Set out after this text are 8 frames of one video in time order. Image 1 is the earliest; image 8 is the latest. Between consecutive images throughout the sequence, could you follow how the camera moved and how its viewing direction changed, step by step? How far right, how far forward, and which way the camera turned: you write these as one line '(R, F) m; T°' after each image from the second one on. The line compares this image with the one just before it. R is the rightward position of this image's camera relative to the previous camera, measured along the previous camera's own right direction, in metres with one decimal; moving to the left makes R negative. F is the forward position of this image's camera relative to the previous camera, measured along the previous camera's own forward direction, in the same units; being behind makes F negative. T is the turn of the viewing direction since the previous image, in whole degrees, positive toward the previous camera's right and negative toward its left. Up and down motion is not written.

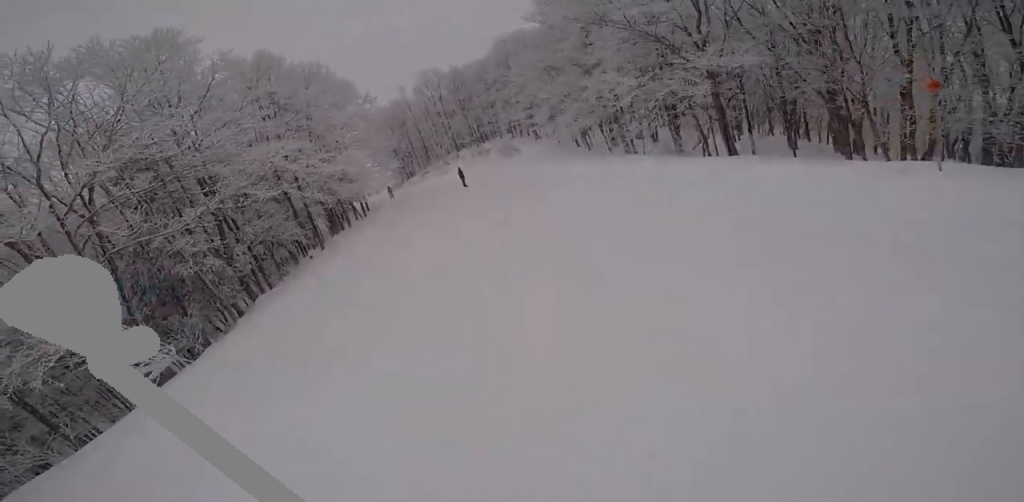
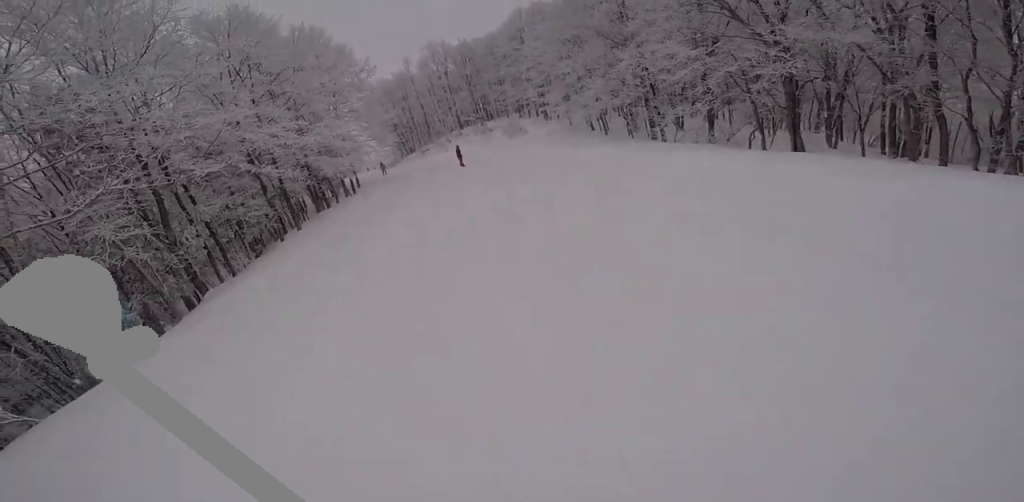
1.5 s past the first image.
(0.0, +3.0) m; -2°
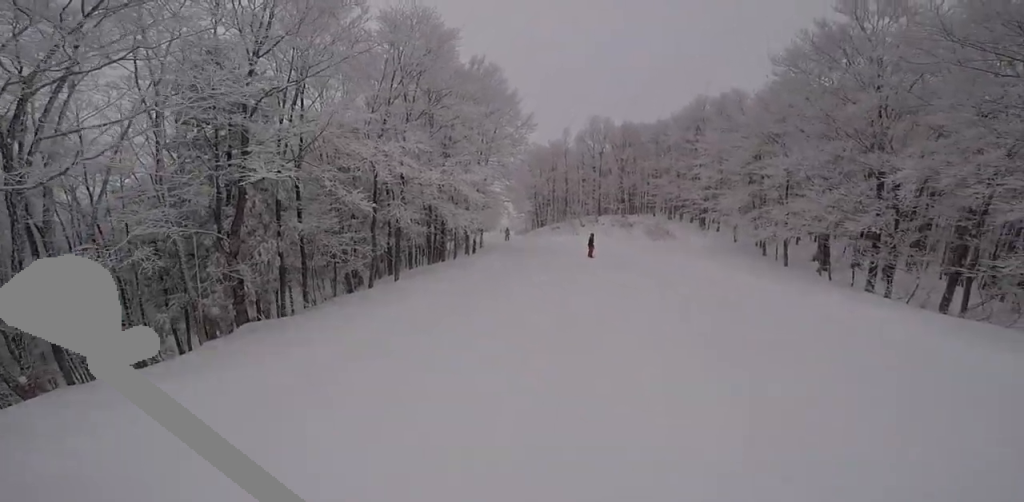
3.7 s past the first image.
(-0.6, +4.5) m; -12°
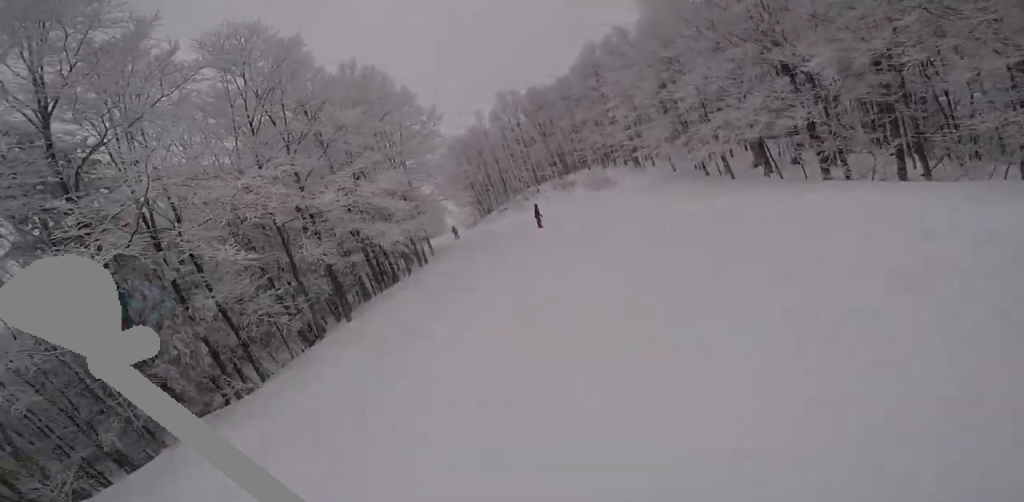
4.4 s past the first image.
(0.0, +1.5) m; +1°
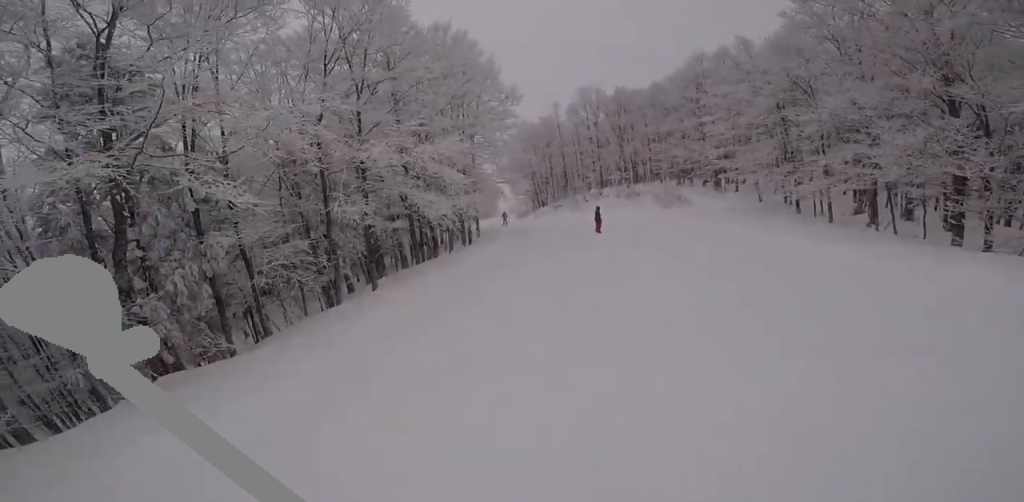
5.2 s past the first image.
(0.0, +1.6) m; 0°
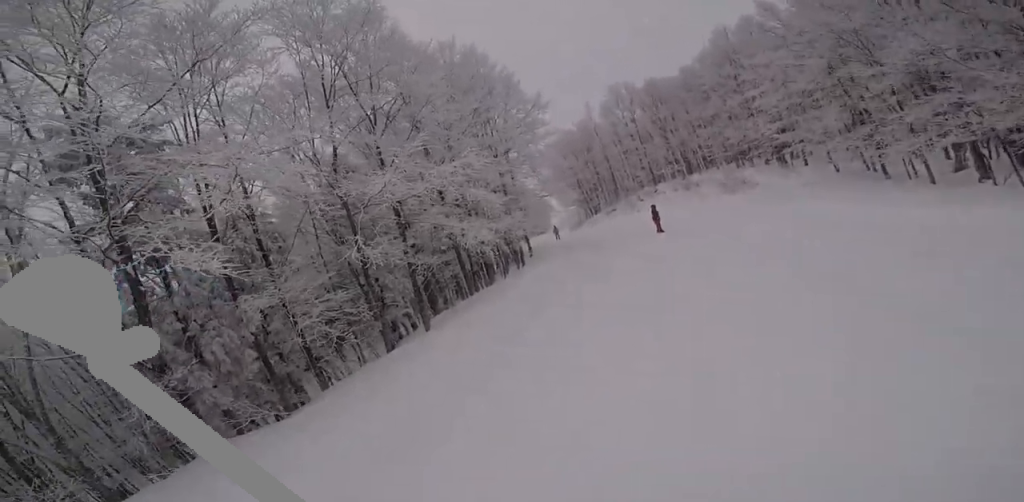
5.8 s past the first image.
(0.0, +1.4) m; 0°
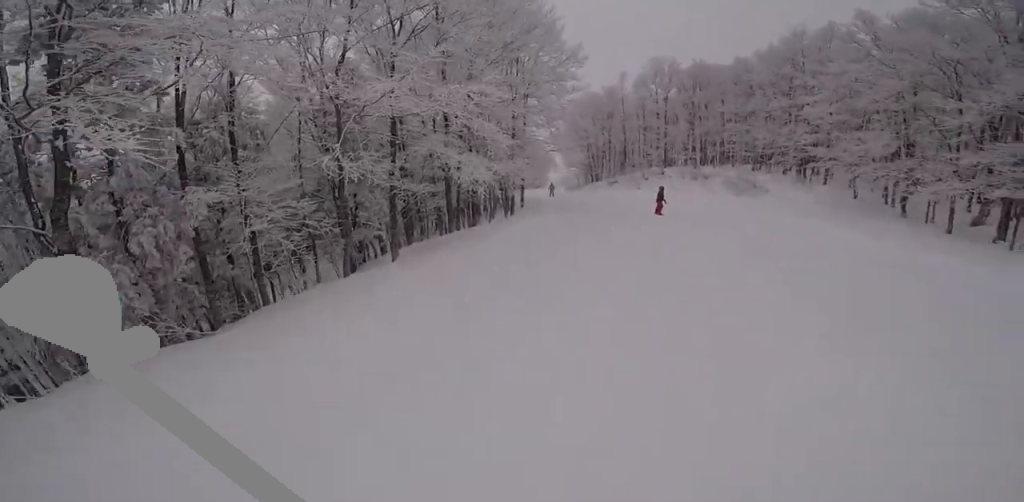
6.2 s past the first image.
(0.0, +0.9) m; 0°
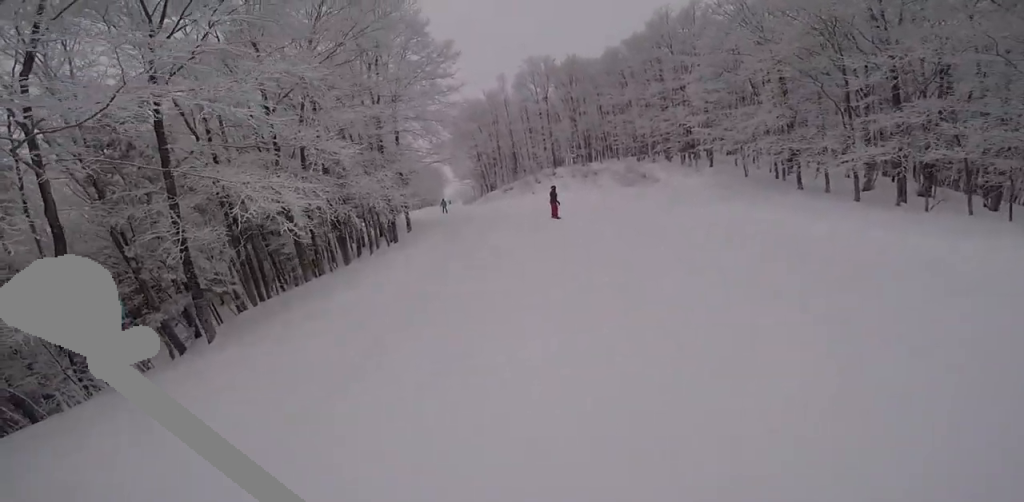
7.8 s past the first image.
(+0.3, +3.5) m; +10°
